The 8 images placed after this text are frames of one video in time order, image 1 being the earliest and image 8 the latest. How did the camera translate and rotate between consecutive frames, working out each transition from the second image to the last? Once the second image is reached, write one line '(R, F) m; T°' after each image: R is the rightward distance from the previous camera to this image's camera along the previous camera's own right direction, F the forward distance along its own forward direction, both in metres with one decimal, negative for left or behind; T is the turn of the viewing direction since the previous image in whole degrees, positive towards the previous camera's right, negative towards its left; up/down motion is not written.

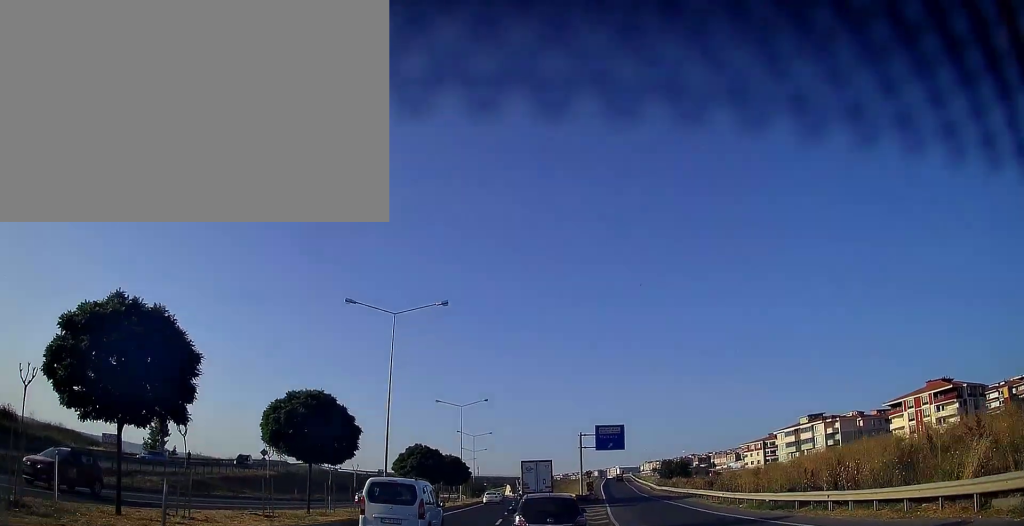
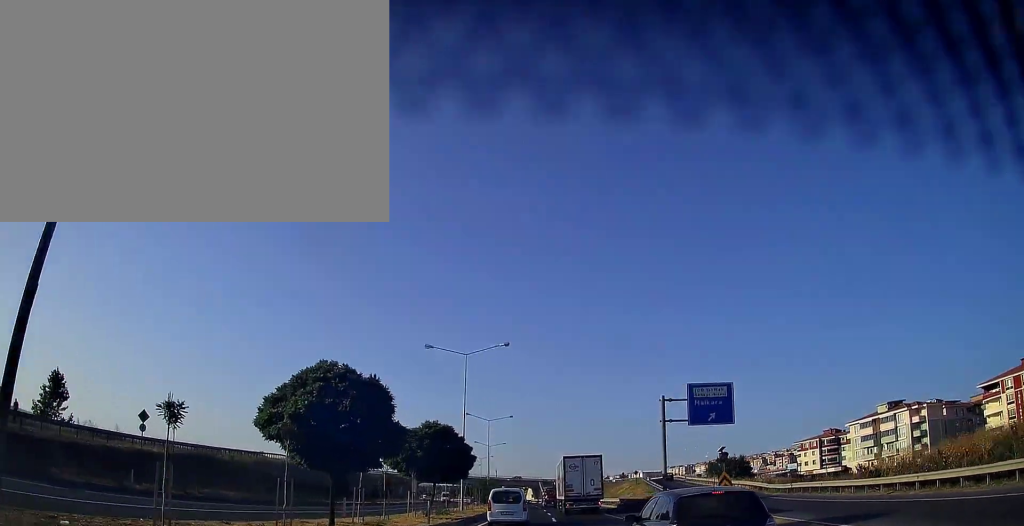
(-0.6, +30.2) m; -2°
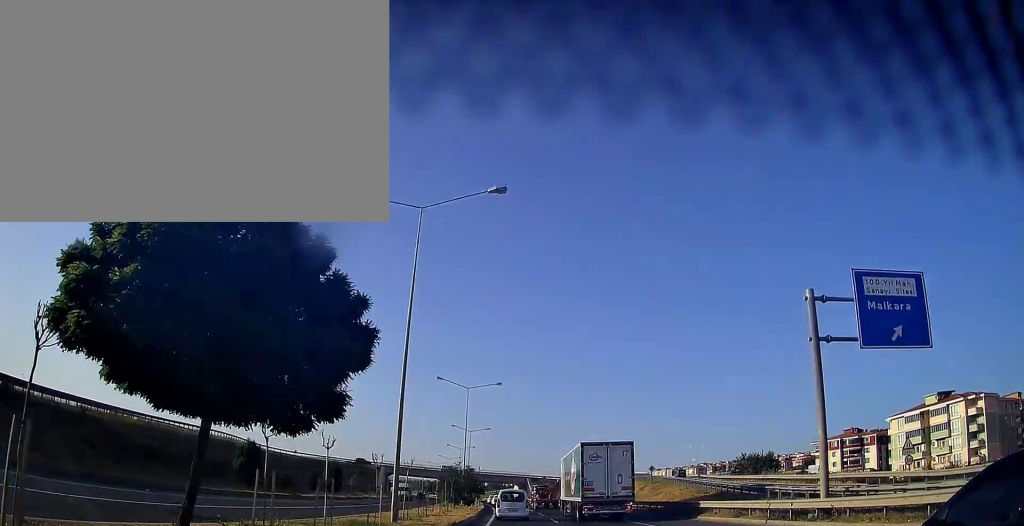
(+0.1, +24.2) m; +1°
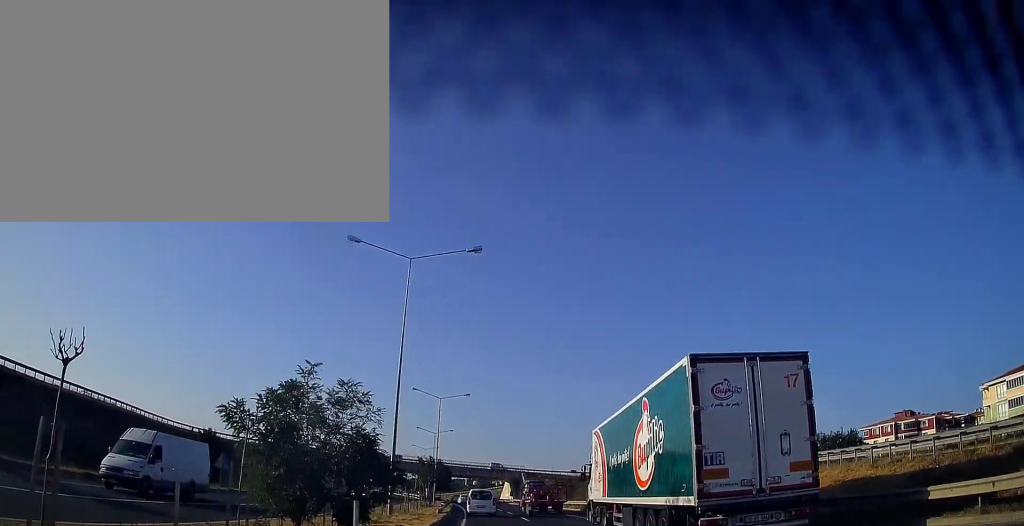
(+0.6, +33.6) m; 0°
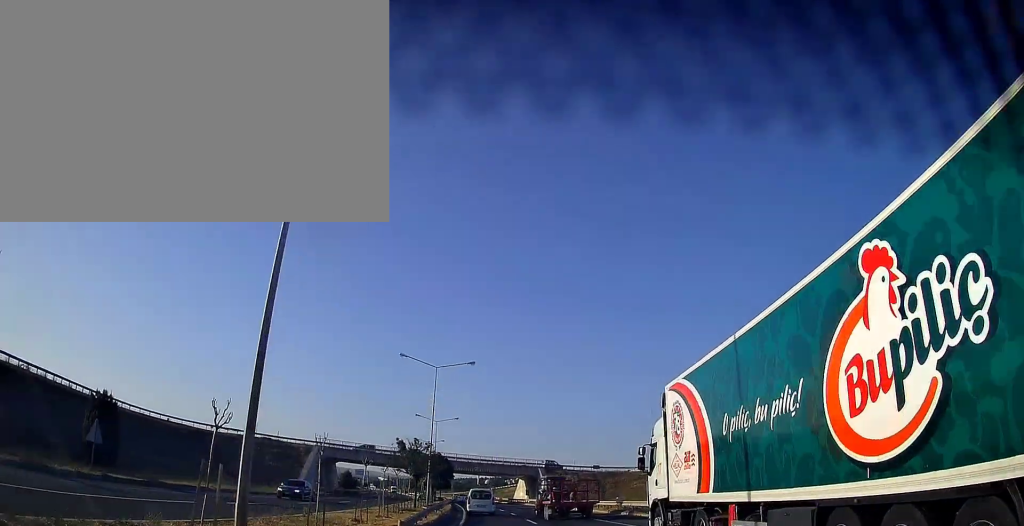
(-0.1, +17.4) m; -1°
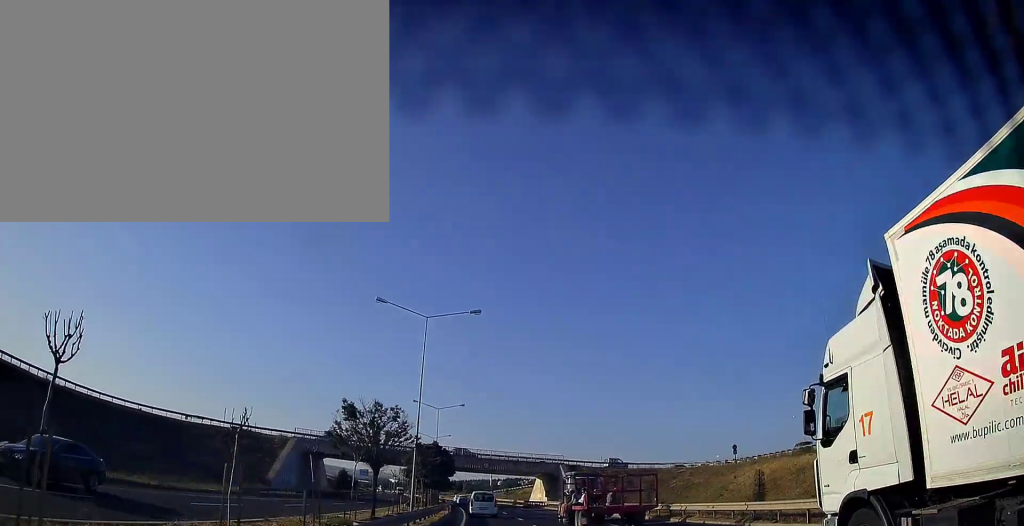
(-0.2, +15.4) m; -1°
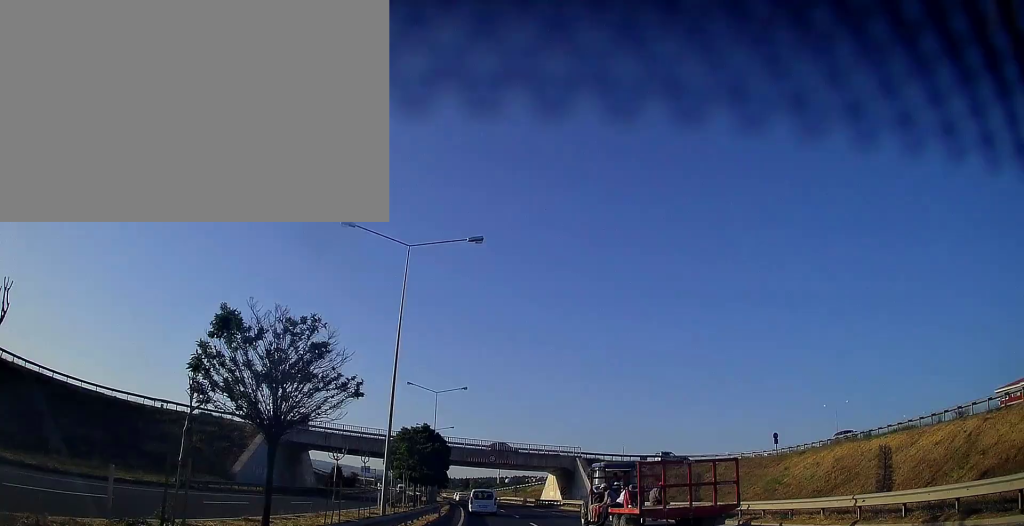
(0.0, +11.0) m; -1°
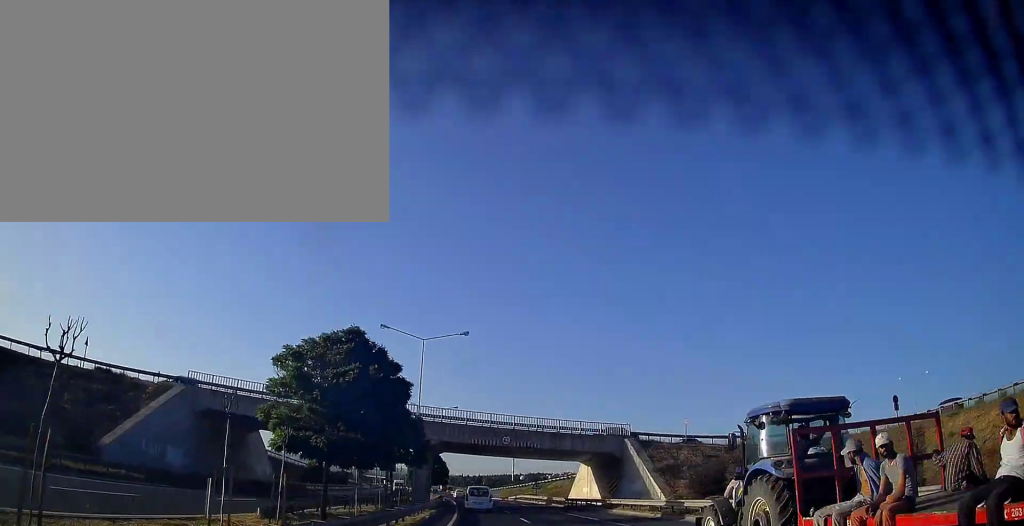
(-0.2, +22.1) m; -1°
